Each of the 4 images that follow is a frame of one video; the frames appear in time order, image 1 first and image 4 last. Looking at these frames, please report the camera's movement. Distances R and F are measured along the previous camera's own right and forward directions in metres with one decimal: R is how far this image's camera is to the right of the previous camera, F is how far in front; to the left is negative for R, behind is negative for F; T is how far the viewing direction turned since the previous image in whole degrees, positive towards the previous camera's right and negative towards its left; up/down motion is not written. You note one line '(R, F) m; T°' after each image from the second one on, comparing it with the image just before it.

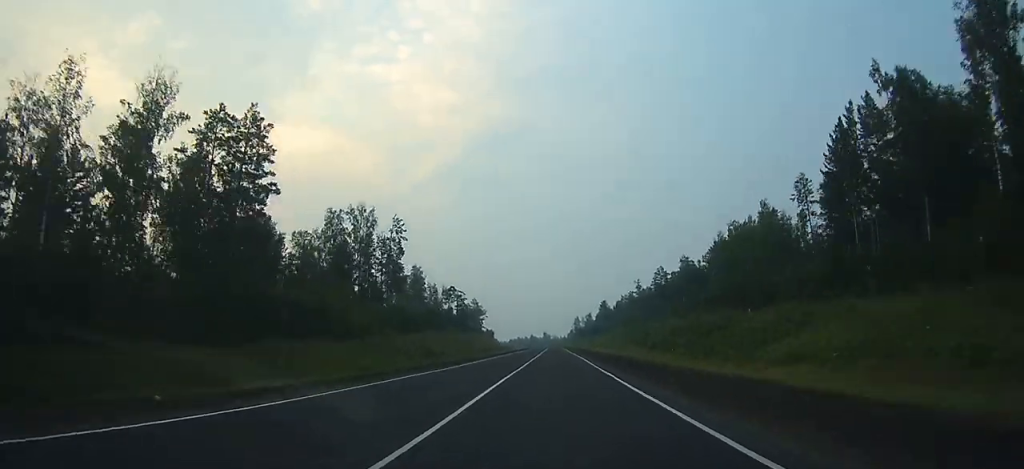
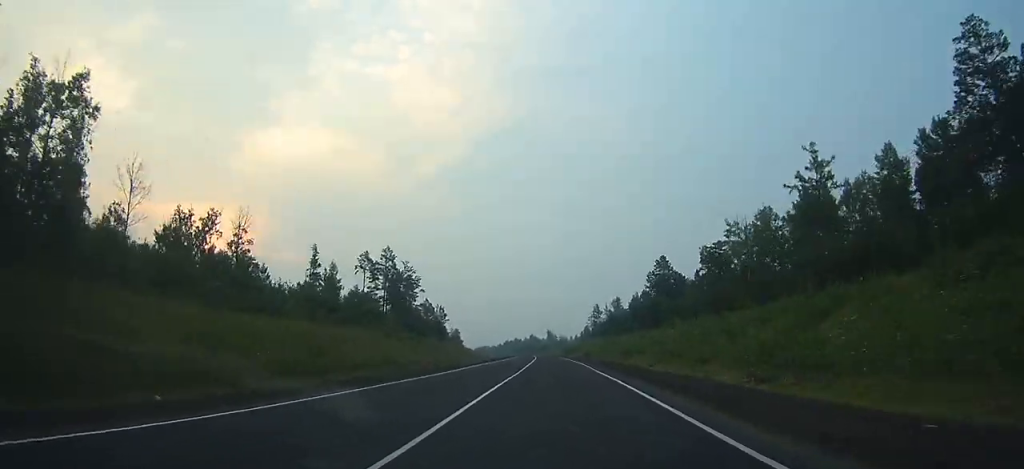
(-0.8, +169.7) m; -1°
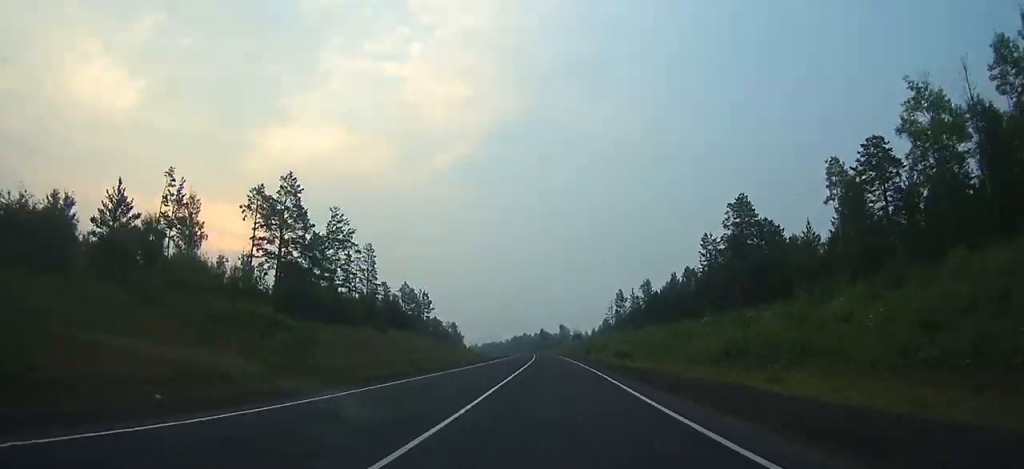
(-0.4, +59.4) m; -1°
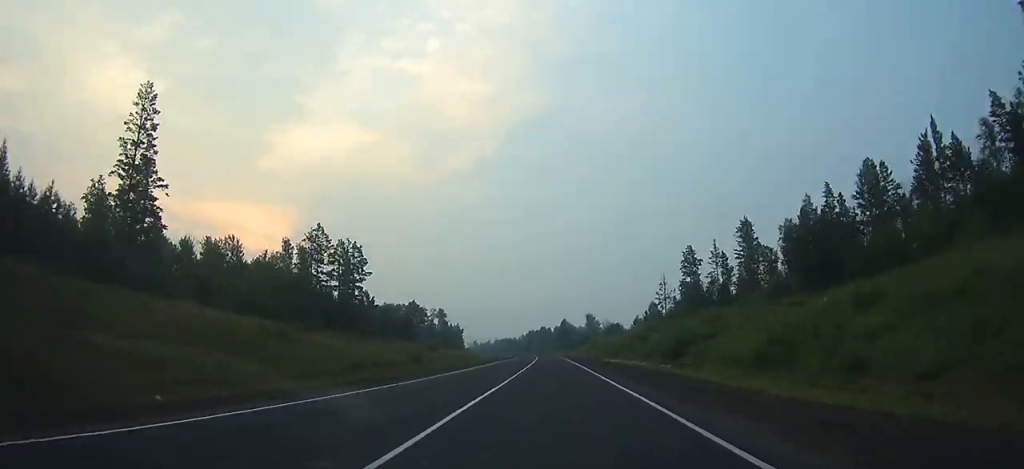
(-1.8, +93.9) m; -2°
